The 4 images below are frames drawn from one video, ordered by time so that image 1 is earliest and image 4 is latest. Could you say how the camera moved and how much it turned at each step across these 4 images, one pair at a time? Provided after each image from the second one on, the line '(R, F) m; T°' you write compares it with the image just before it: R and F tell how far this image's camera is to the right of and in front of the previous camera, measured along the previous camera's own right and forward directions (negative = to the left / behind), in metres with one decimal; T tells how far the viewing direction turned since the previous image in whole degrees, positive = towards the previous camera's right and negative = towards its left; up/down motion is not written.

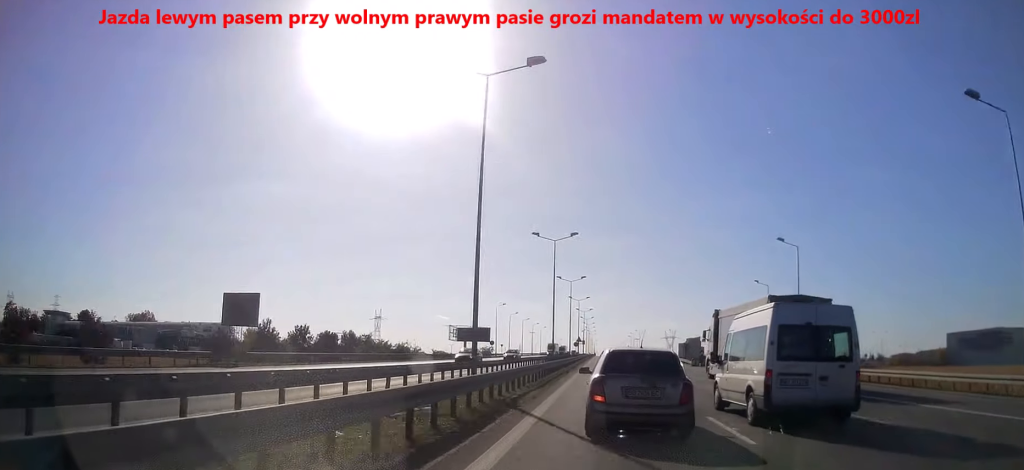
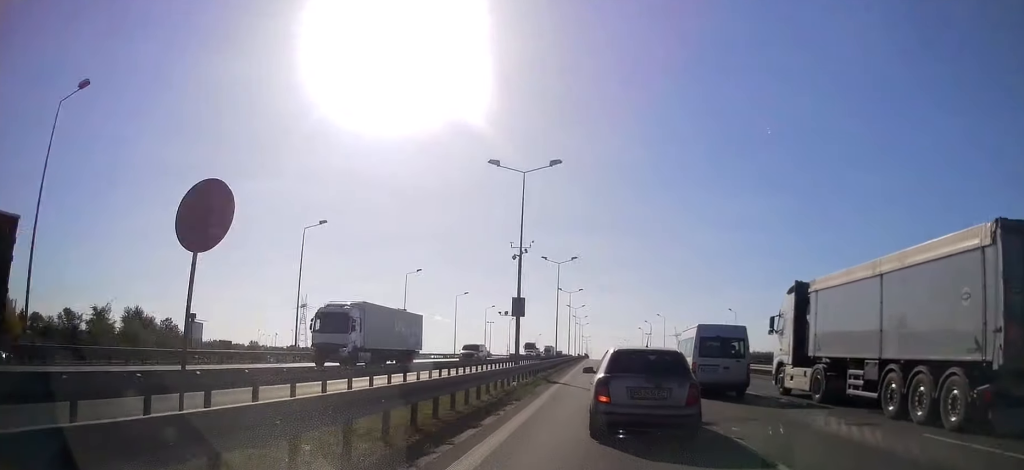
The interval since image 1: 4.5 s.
(+0.2, +112.6) m; 0°
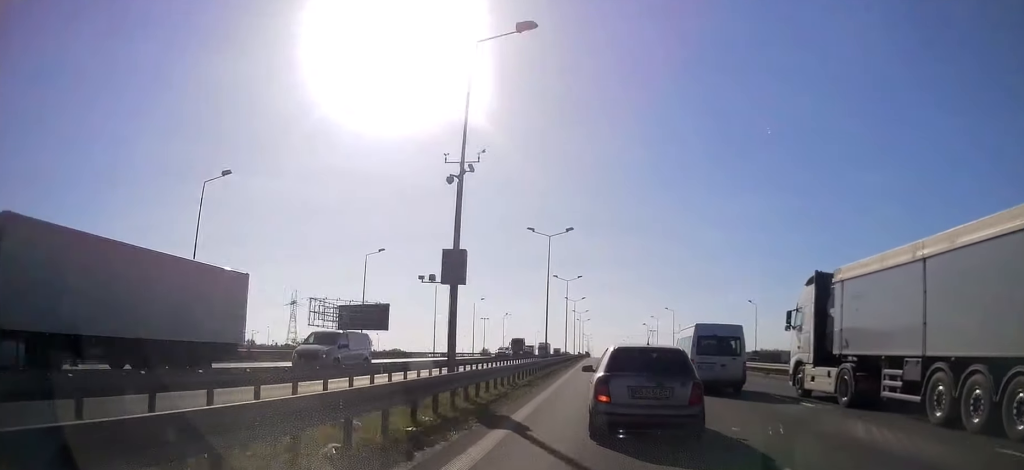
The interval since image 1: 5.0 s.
(0.0, +14.4) m; 0°
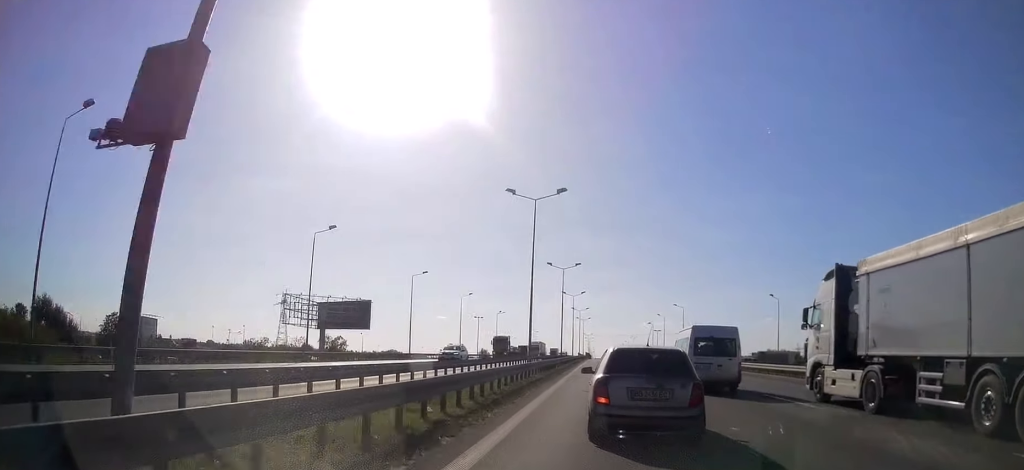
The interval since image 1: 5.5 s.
(0.0, +12.6) m; 0°
